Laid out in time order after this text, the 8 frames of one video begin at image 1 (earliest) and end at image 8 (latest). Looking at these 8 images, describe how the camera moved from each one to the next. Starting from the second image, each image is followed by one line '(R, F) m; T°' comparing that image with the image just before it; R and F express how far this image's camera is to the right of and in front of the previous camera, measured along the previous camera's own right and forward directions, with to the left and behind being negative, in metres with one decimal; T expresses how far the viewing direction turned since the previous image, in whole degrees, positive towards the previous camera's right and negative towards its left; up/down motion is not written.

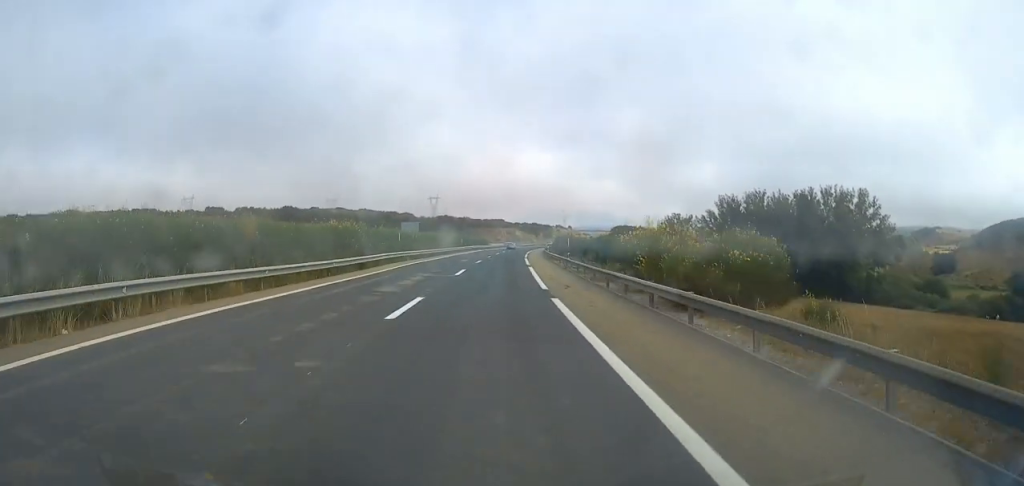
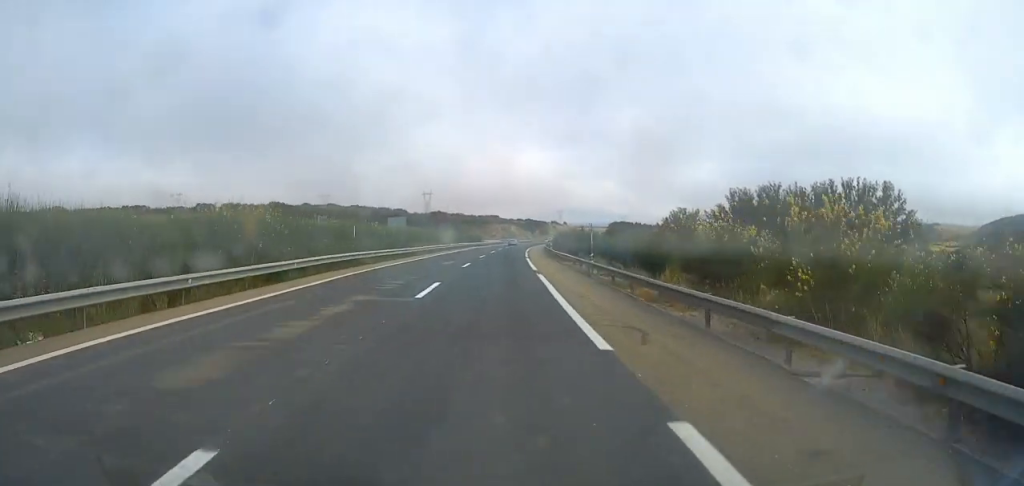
(0.0, +13.2) m; 0°
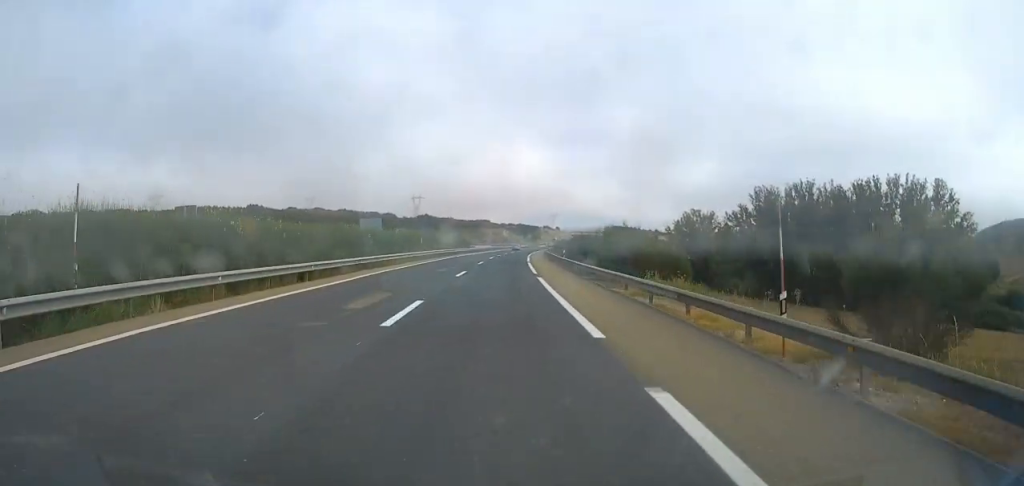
(+0.2, +22.4) m; +1°
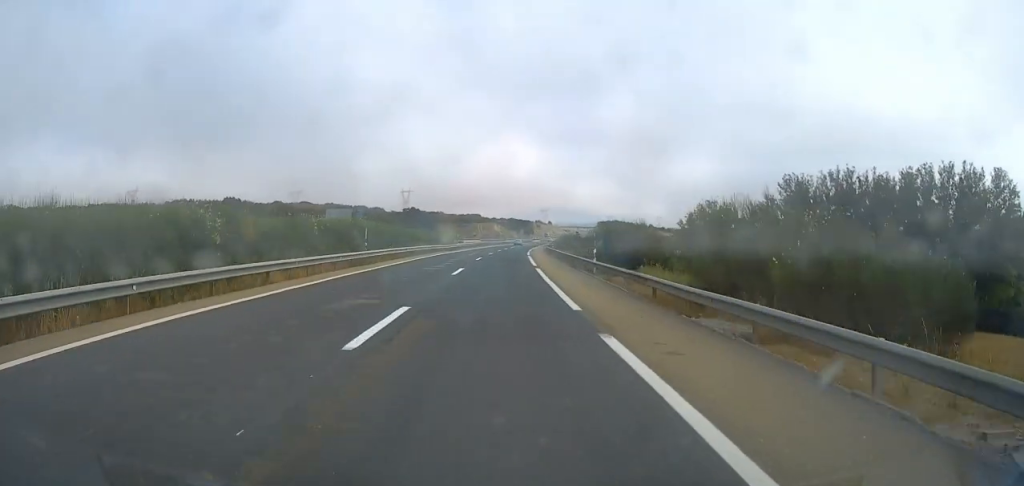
(+0.1, +20.3) m; +1°
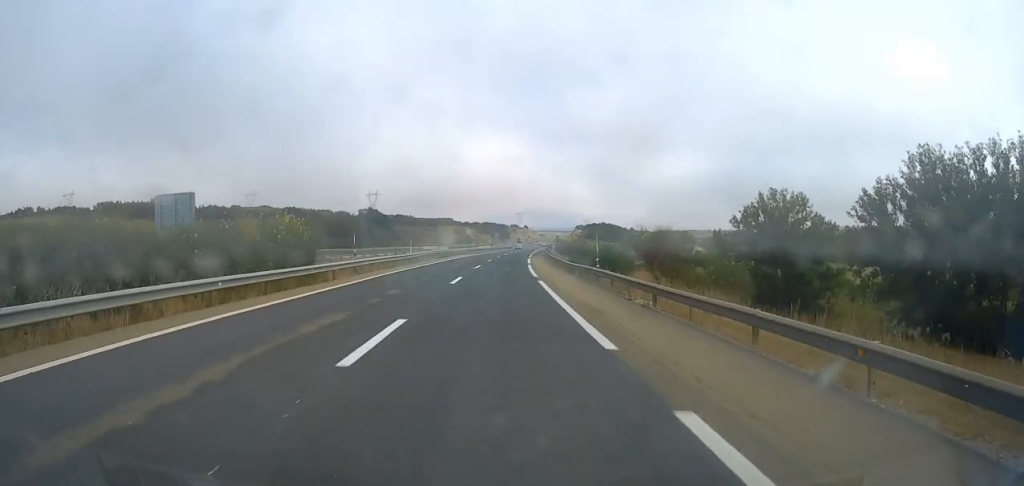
(+1.0, +51.9) m; +2°
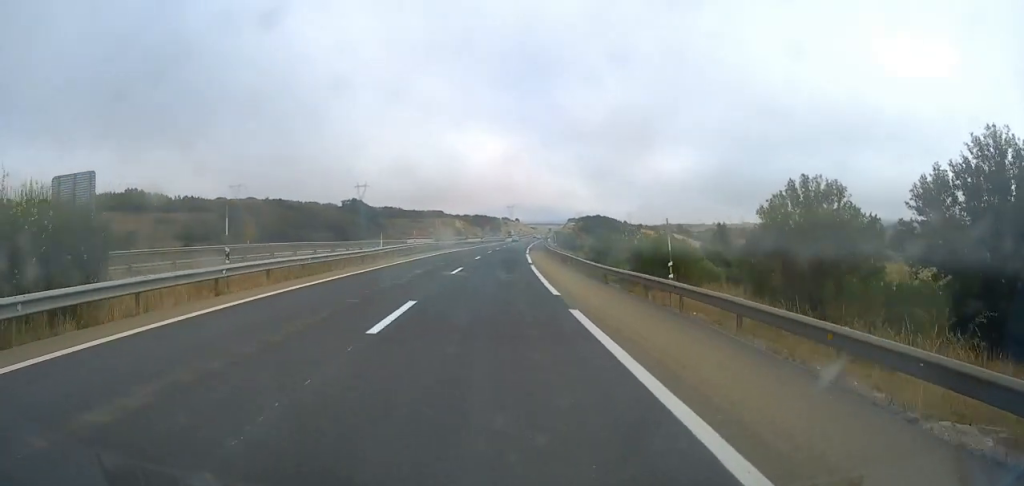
(+0.1, +15.5) m; +1°
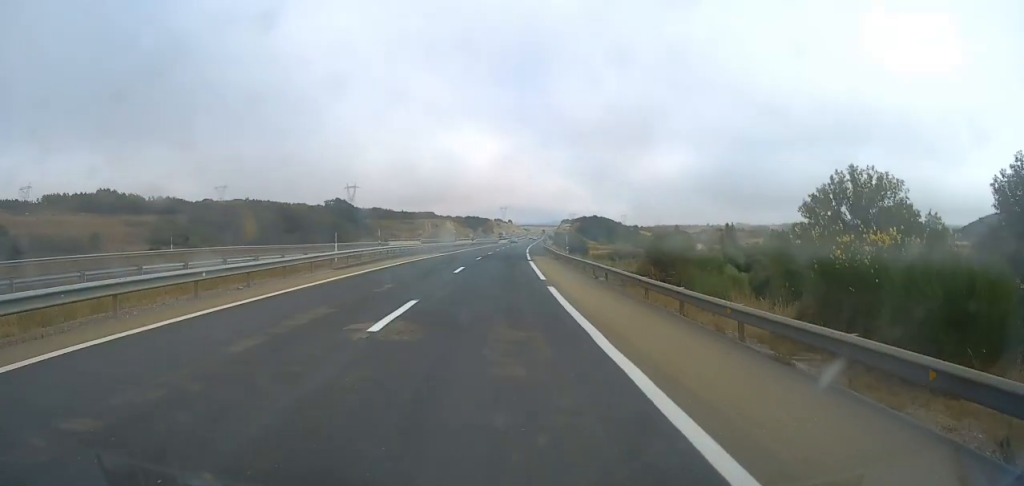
(+0.1, +16.6) m; +1°
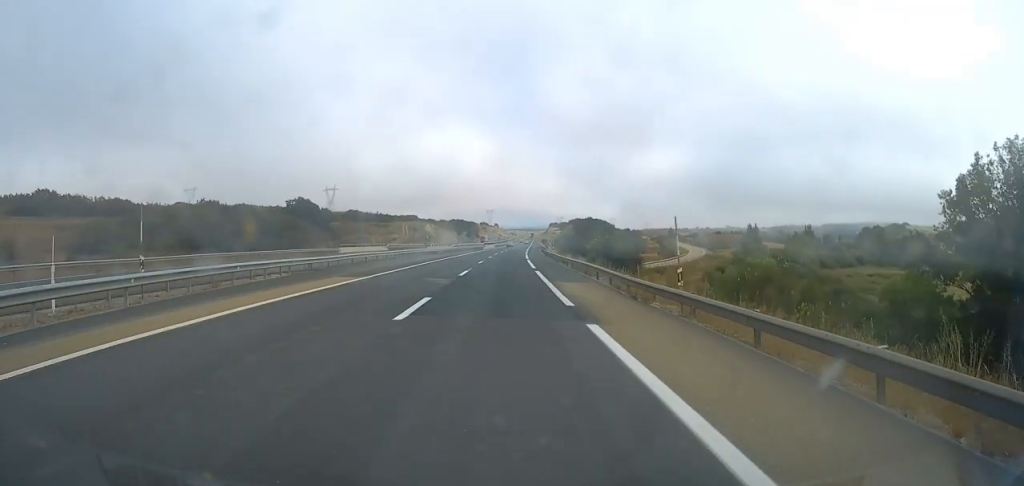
(+0.3, +33.3) m; +1°
